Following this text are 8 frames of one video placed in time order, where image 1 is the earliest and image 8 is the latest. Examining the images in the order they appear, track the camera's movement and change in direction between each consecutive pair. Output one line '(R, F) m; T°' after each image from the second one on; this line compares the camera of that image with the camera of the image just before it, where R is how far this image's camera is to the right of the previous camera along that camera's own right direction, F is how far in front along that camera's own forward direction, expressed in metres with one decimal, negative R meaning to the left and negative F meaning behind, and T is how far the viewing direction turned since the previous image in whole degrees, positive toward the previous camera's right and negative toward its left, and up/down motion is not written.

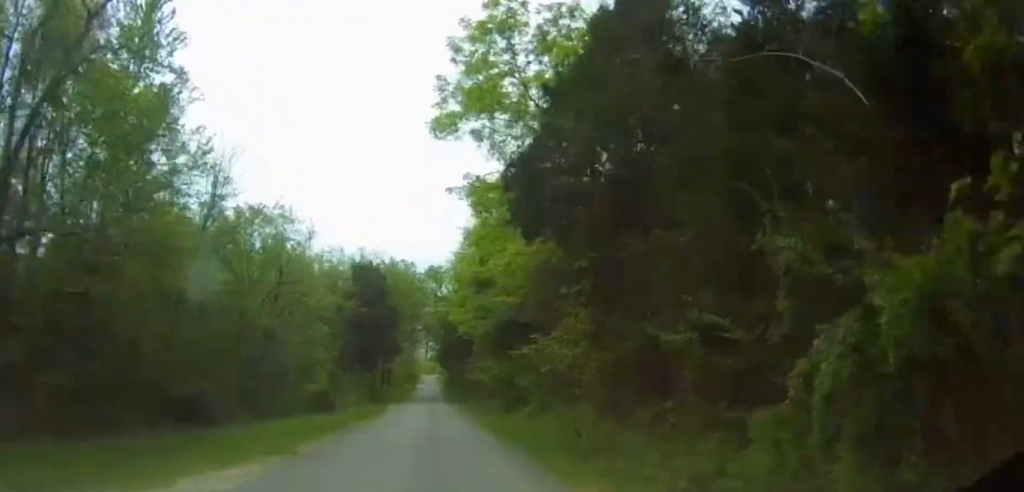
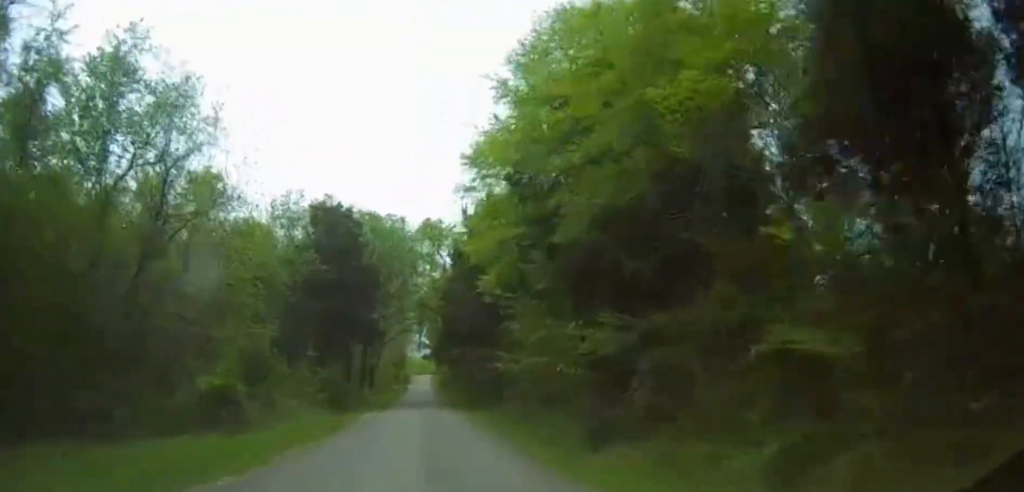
(+0.5, +22.8) m; 0°
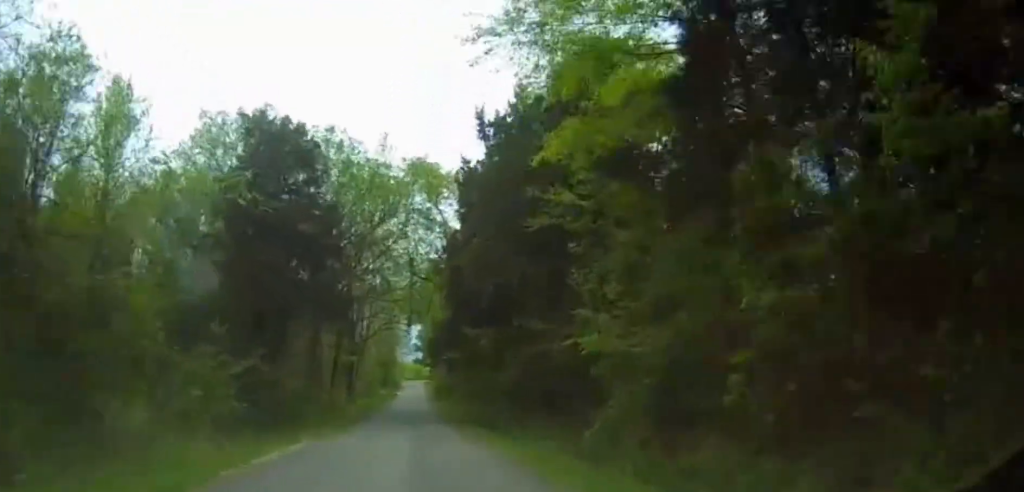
(-0.5, +16.9) m; 0°
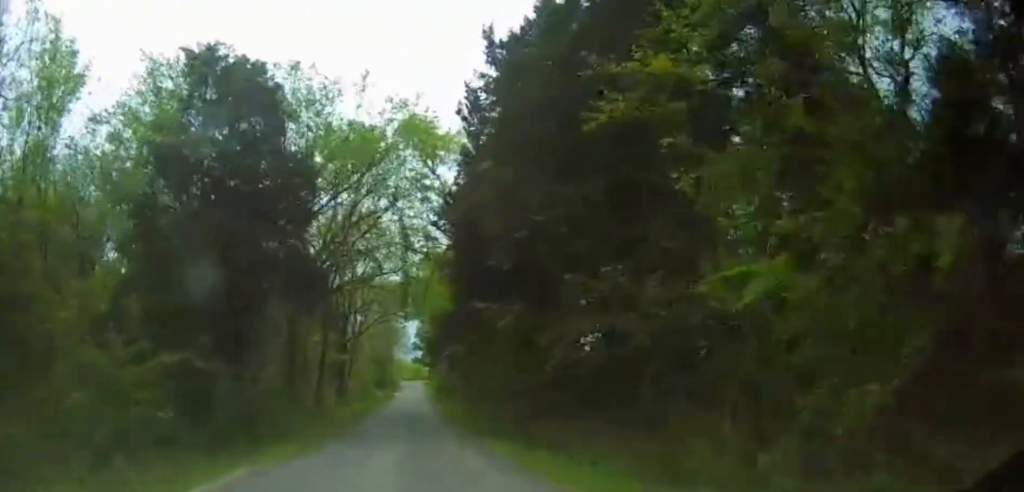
(+0.2, +7.4) m; +1°
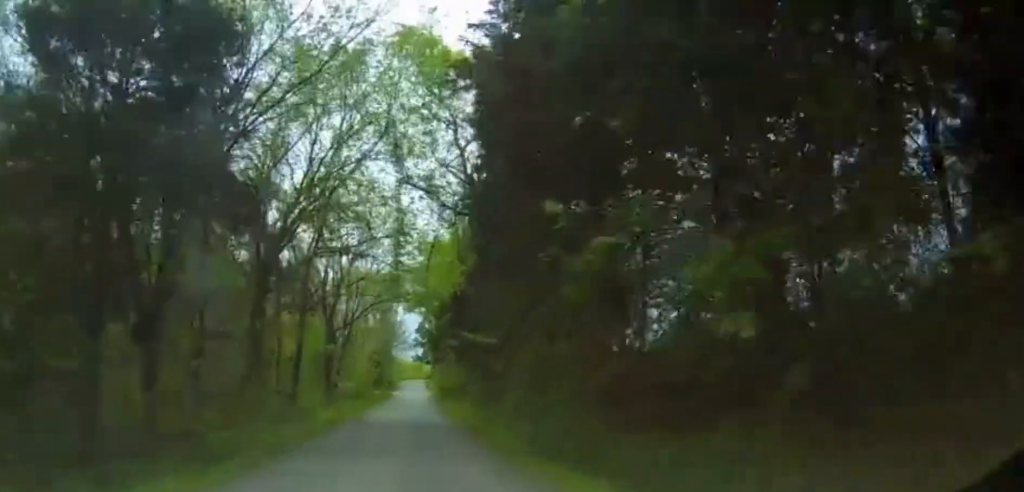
(+0.1, +9.4) m; +1°
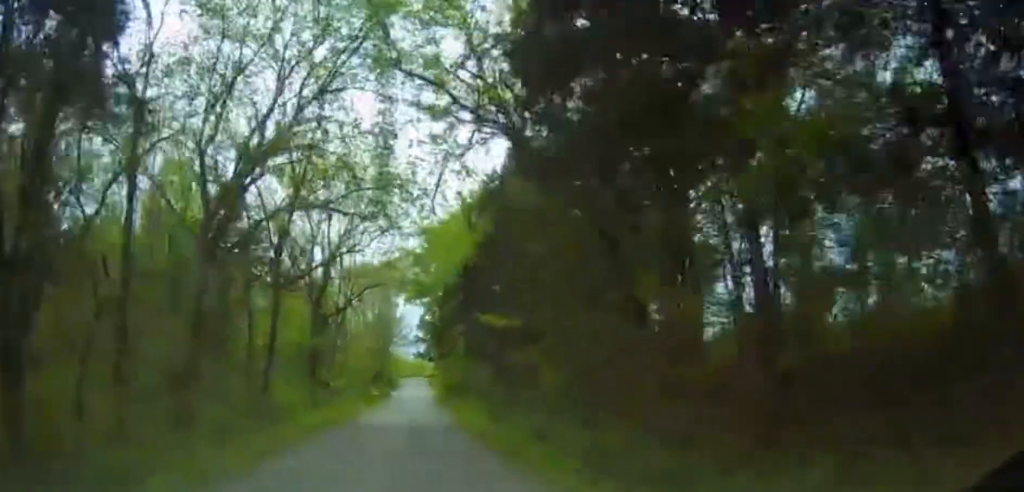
(0.0, +7.7) m; 0°
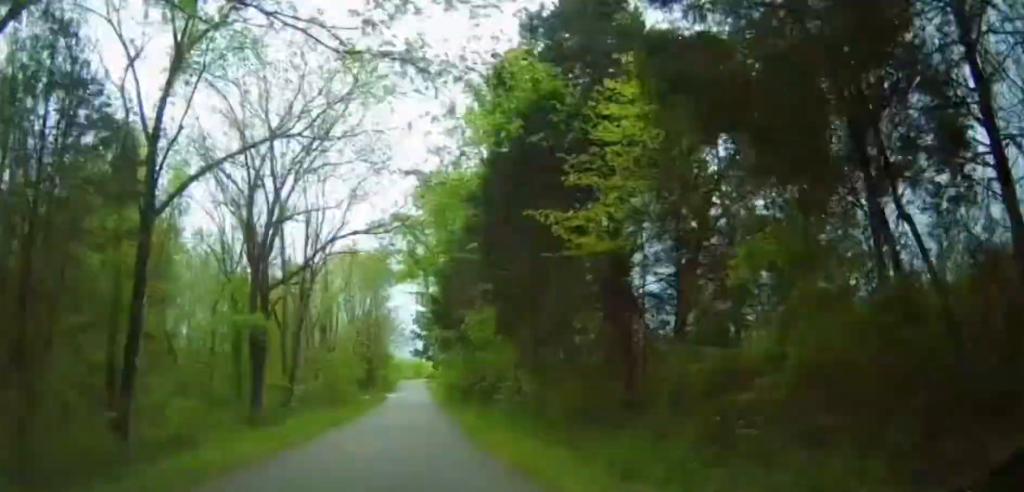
(0.0, +15.4) m; 0°
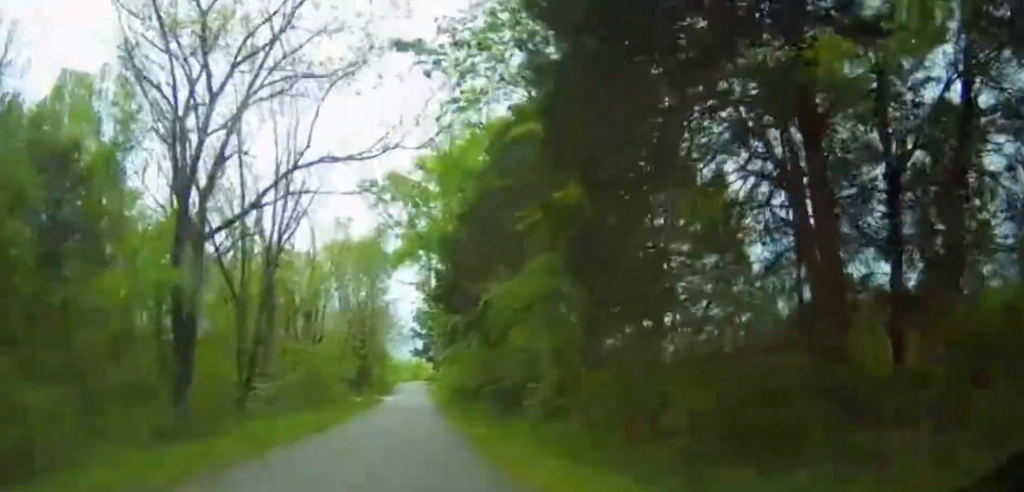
(0.0, +9.9) m; 0°
